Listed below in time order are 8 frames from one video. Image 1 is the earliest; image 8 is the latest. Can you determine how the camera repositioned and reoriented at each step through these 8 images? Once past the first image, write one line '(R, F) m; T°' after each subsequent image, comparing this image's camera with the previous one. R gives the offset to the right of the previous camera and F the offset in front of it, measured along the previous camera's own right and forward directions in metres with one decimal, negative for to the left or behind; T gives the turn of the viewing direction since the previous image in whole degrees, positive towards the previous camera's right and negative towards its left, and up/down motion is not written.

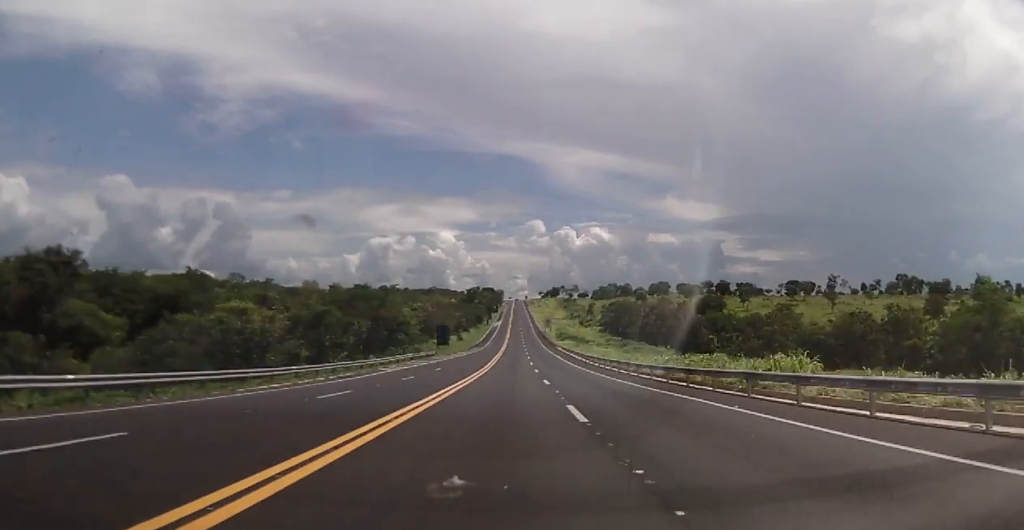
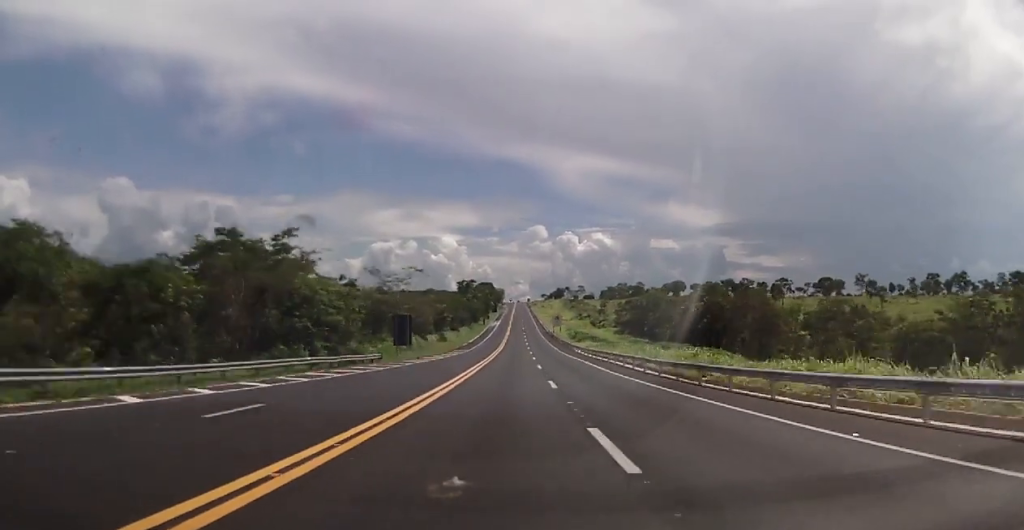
(0.0, +37.8) m; 0°
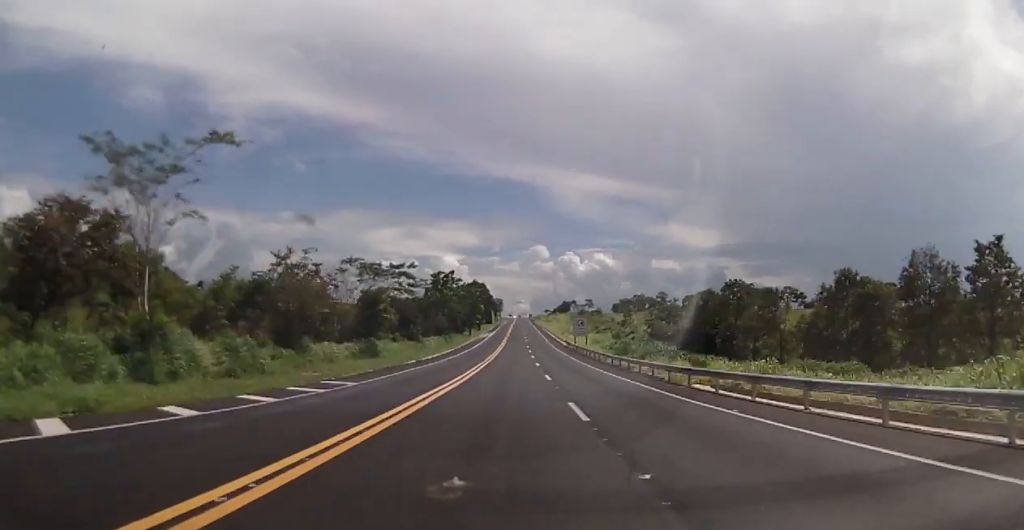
(-0.2, +58.1) m; 0°
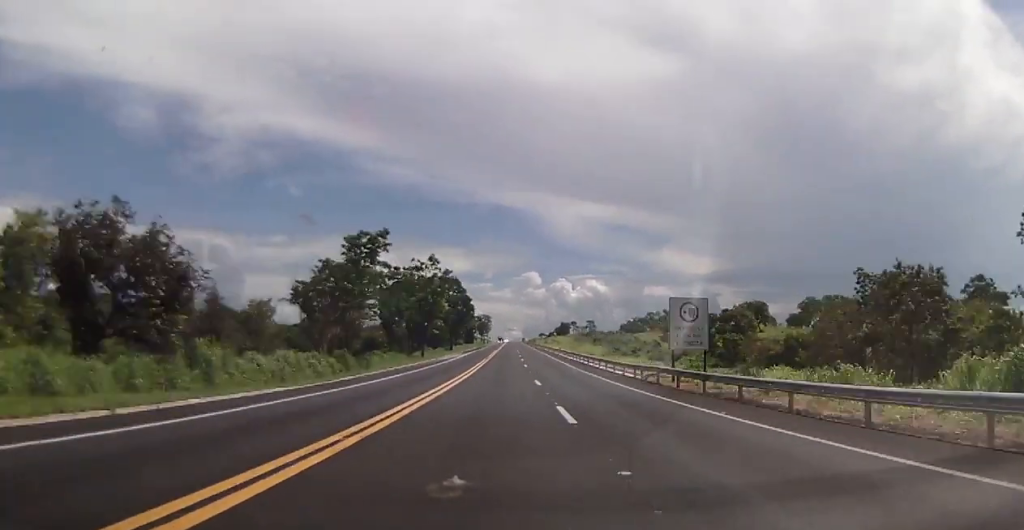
(+0.2, +63.9) m; -1°
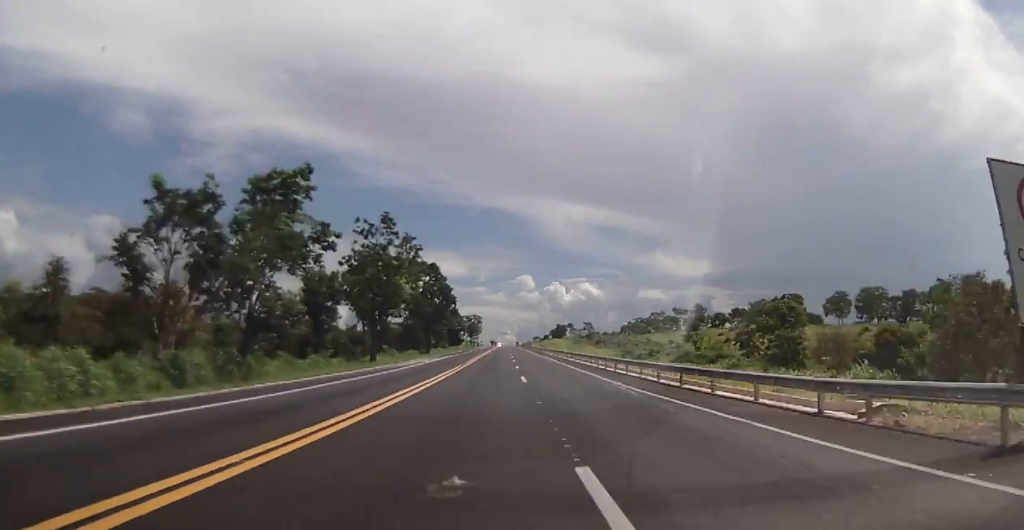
(-0.1, +25.1) m; 0°
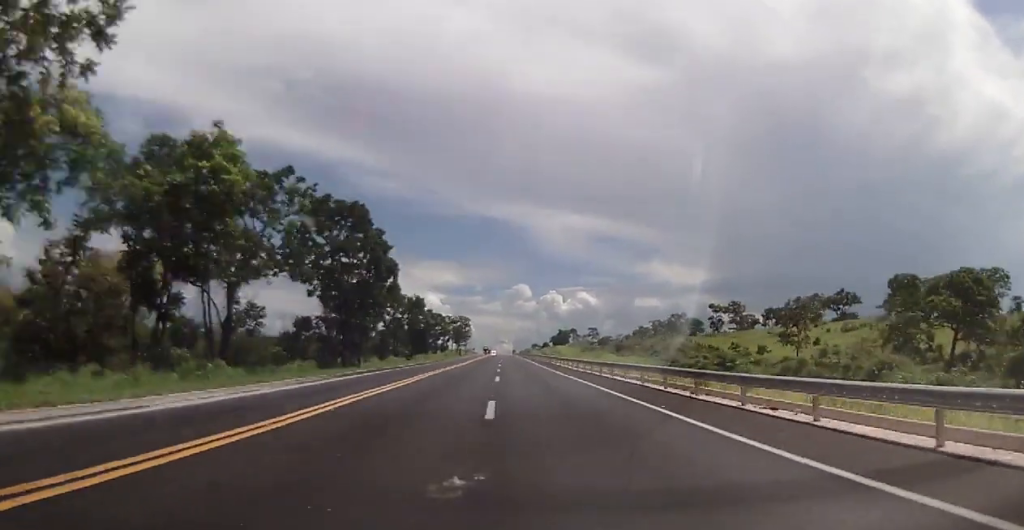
(+0.2, +46.5) m; +1°
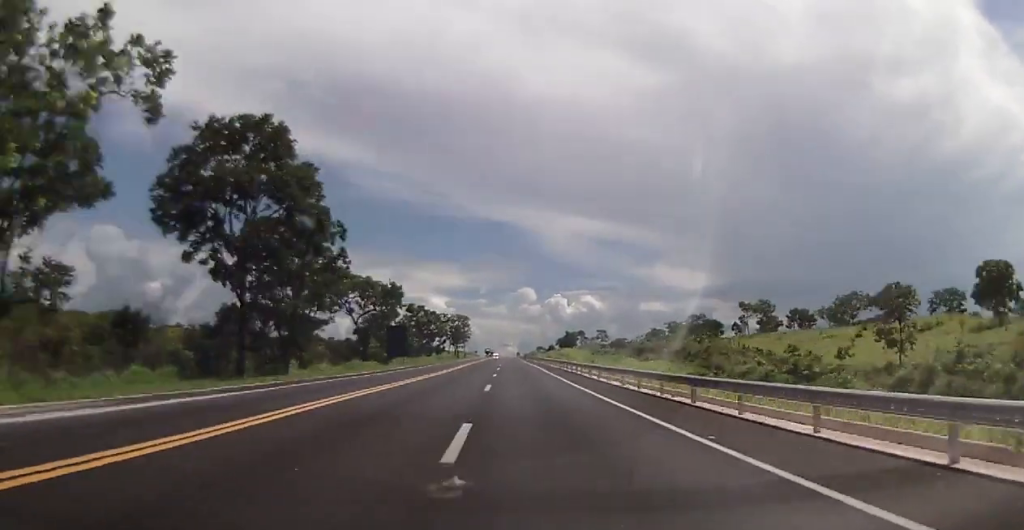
(+0.3, +21.3) m; +1°
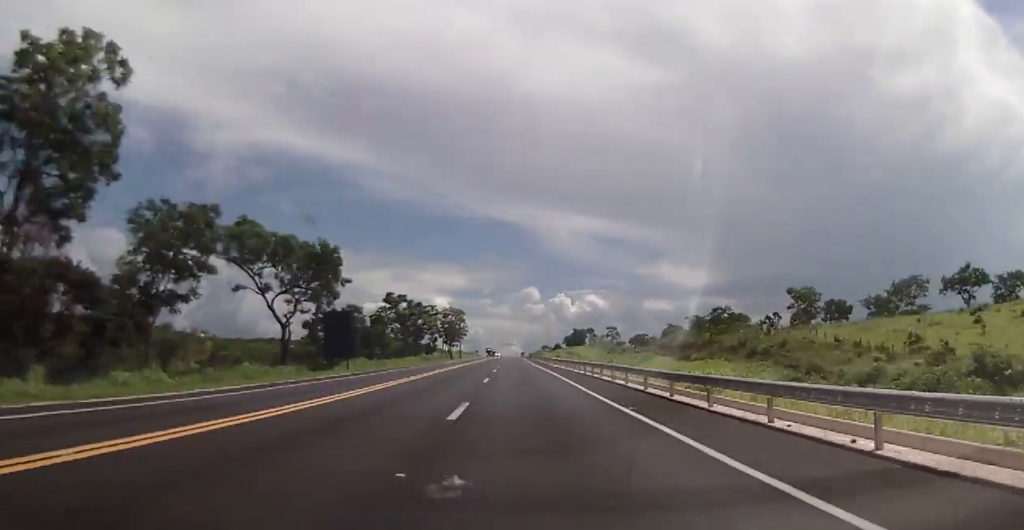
(-0.1, +27.2) m; 0°
